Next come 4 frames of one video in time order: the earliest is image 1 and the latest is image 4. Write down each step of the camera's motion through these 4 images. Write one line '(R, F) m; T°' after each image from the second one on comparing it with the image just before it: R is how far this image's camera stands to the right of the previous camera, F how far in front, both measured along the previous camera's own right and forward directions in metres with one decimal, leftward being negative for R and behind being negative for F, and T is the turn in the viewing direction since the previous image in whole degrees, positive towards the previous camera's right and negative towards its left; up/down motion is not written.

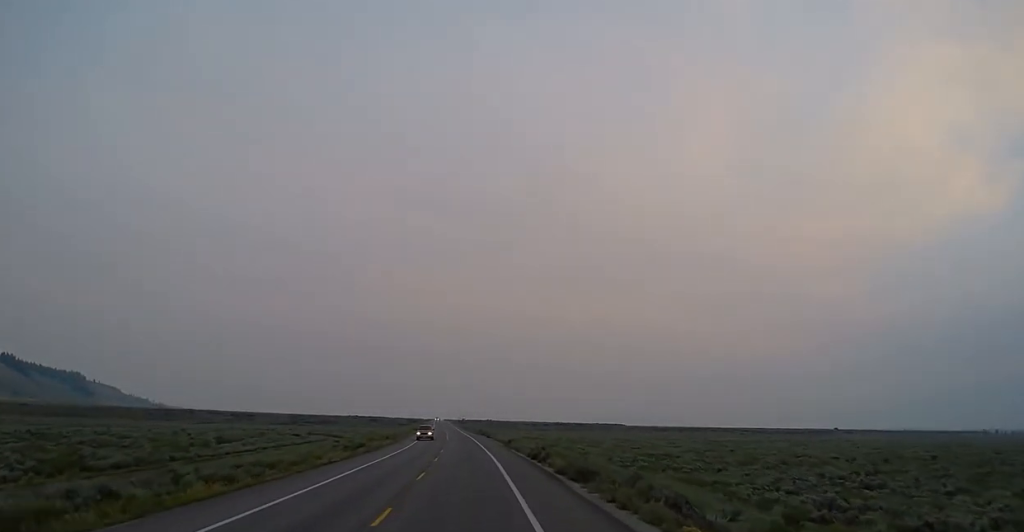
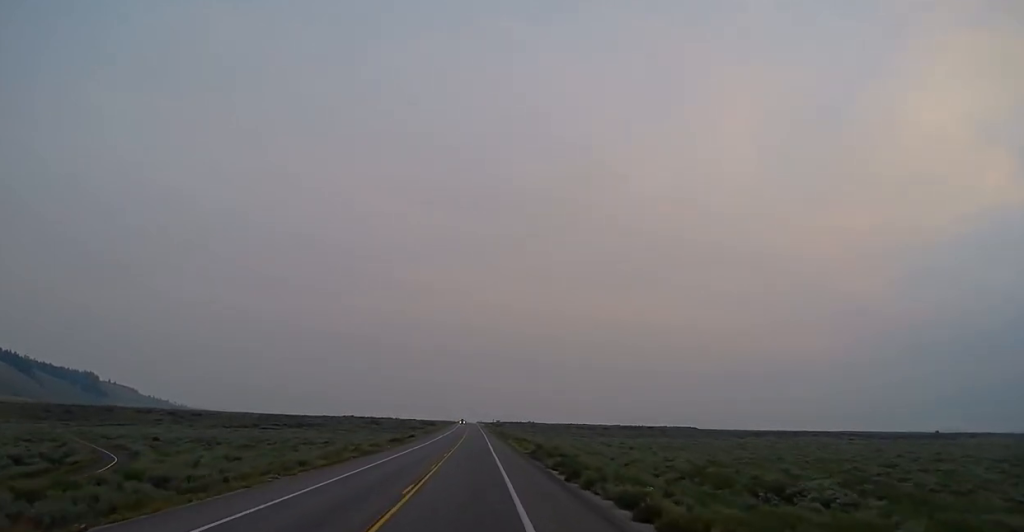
(-2.6, +85.6) m; -3°
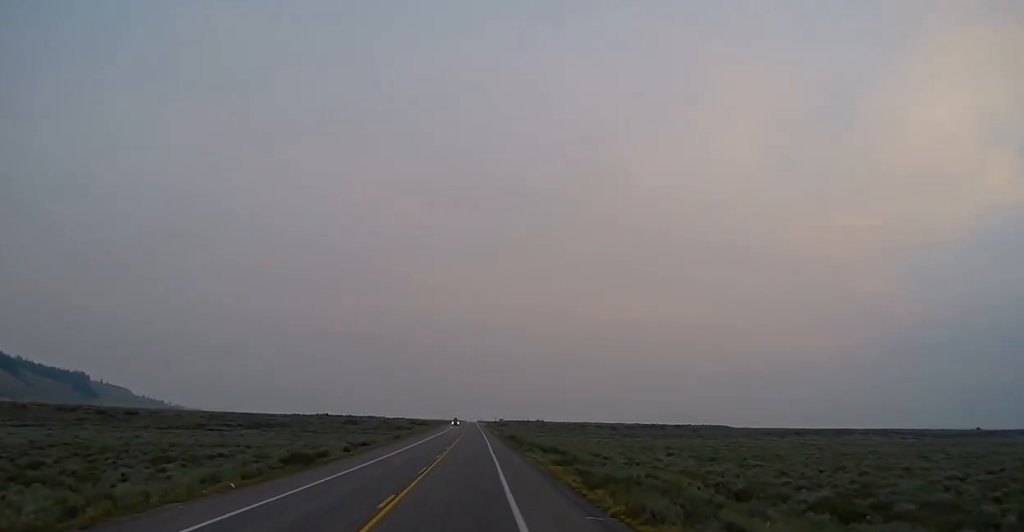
(+0.3, +40.4) m; 0°
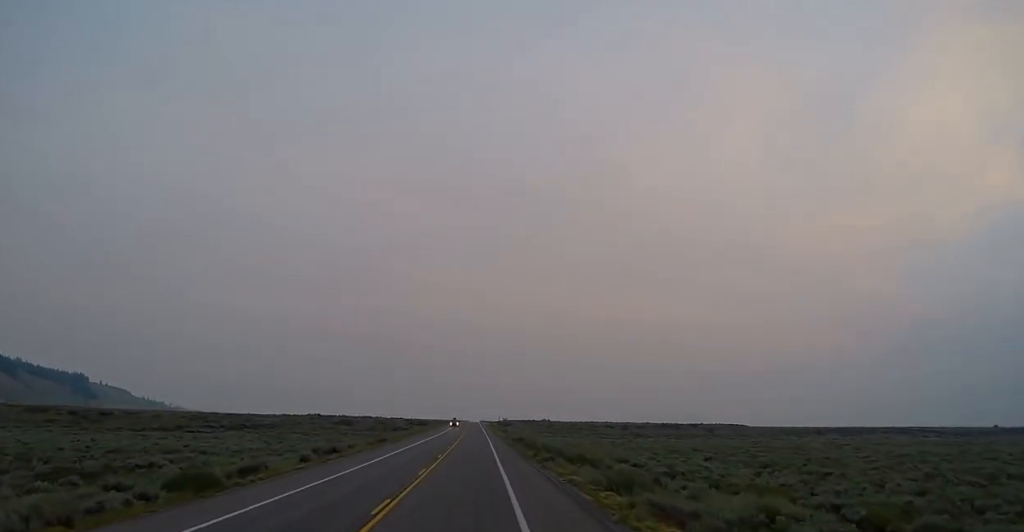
(-0.2, +14.2) m; -1°
